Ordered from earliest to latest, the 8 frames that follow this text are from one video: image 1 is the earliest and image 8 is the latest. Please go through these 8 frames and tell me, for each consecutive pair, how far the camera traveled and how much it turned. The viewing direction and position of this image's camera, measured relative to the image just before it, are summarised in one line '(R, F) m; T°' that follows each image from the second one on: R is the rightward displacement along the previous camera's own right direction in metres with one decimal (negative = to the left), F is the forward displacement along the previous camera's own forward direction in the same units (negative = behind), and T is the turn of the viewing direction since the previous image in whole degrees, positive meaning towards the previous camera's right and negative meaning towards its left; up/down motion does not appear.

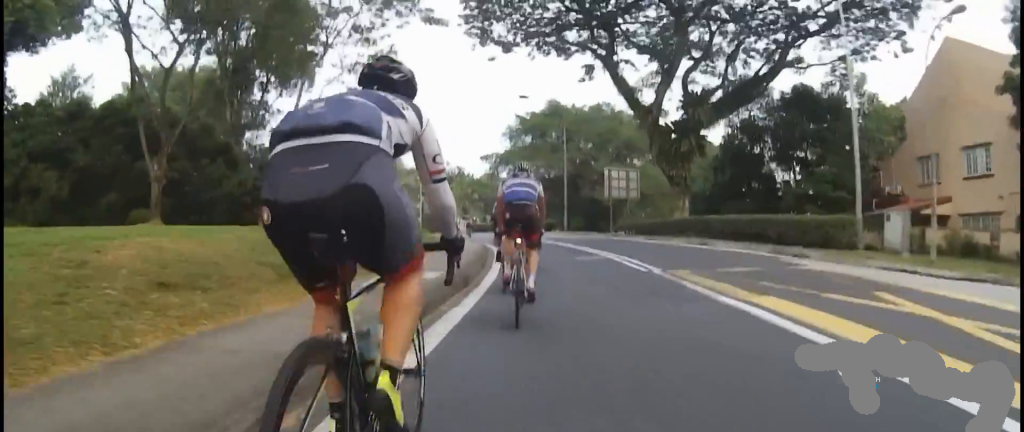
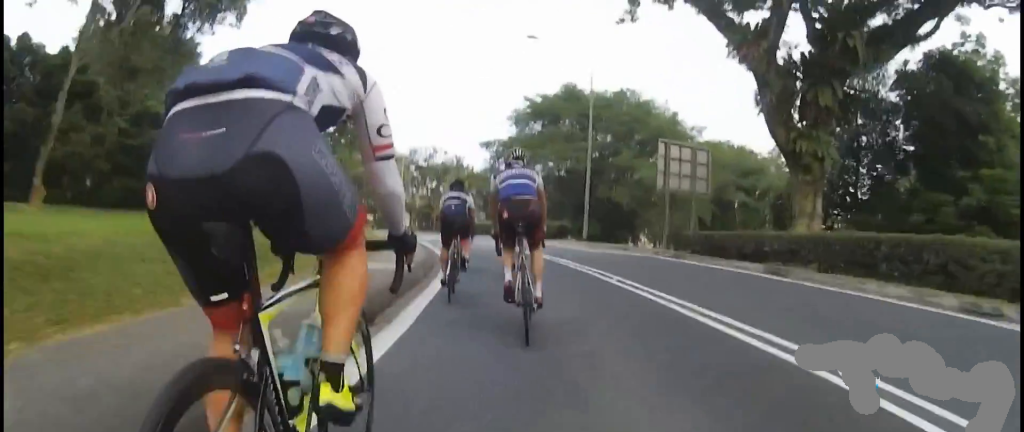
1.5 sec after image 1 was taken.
(-1.7, +13.9) m; -4°
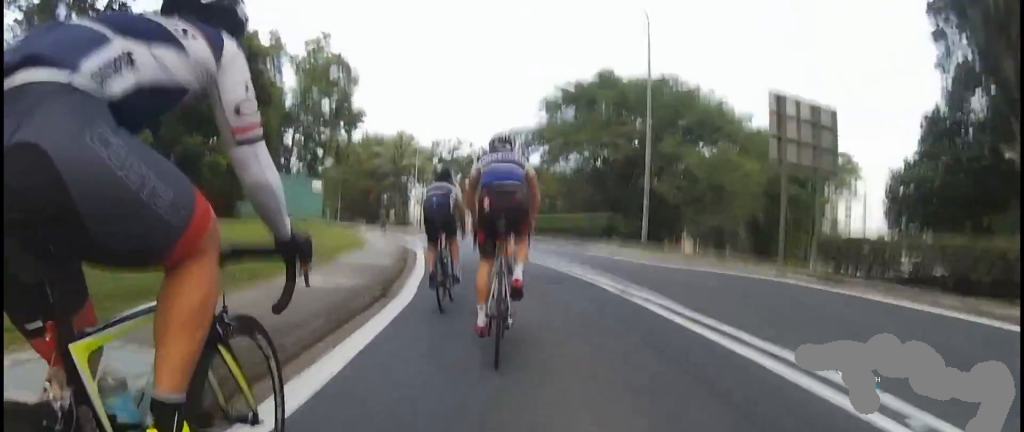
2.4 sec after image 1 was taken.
(+0.4, +7.6) m; 0°
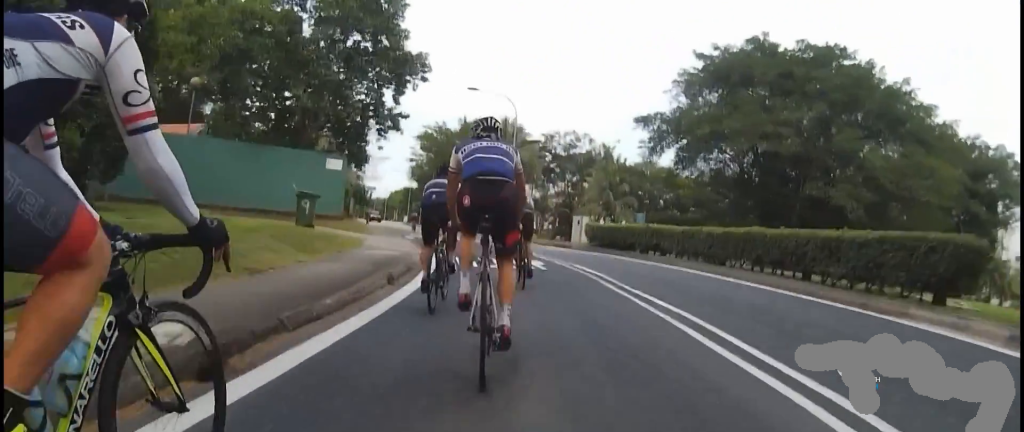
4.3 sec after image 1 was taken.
(-2.3, +14.5) m; -18°
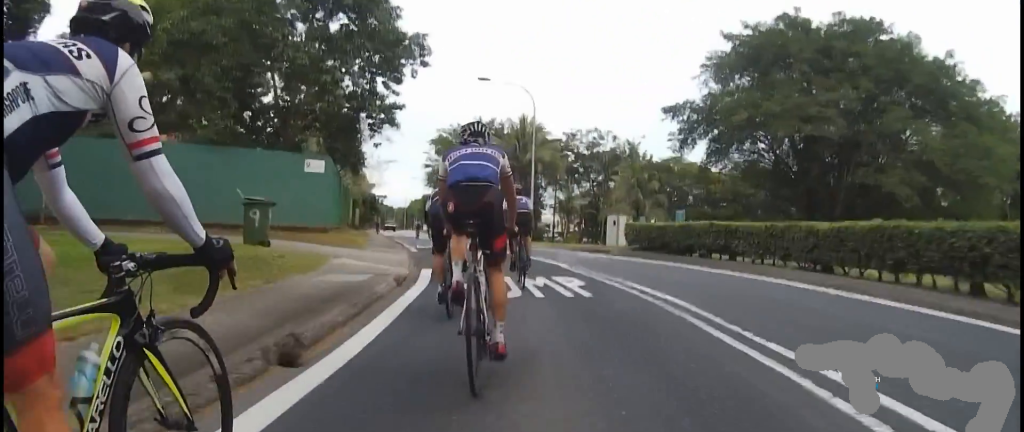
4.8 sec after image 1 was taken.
(-0.2, +4.4) m; -3°
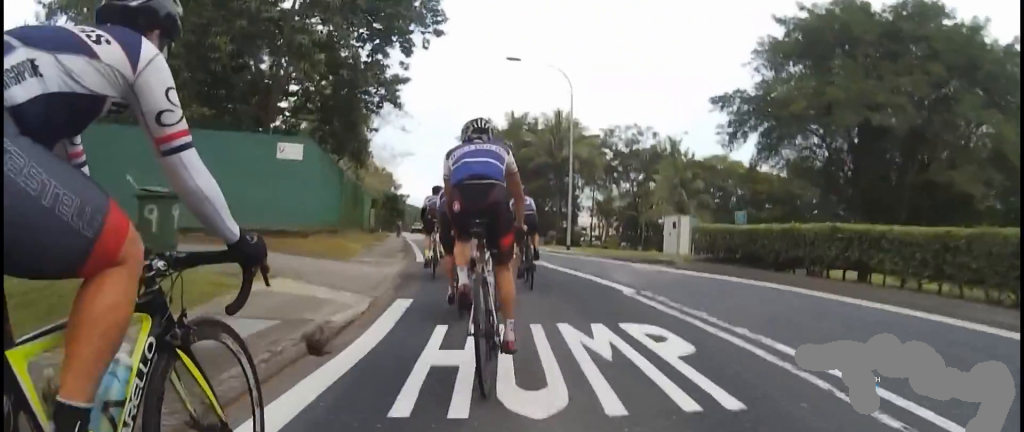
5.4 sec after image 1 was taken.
(-0.1, +4.7) m; -1°
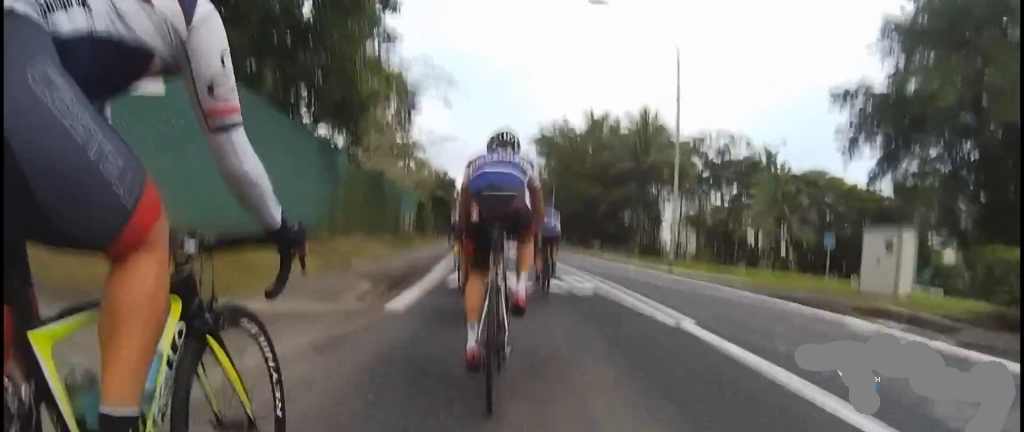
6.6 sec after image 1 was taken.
(0.0, +8.7) m; 0°
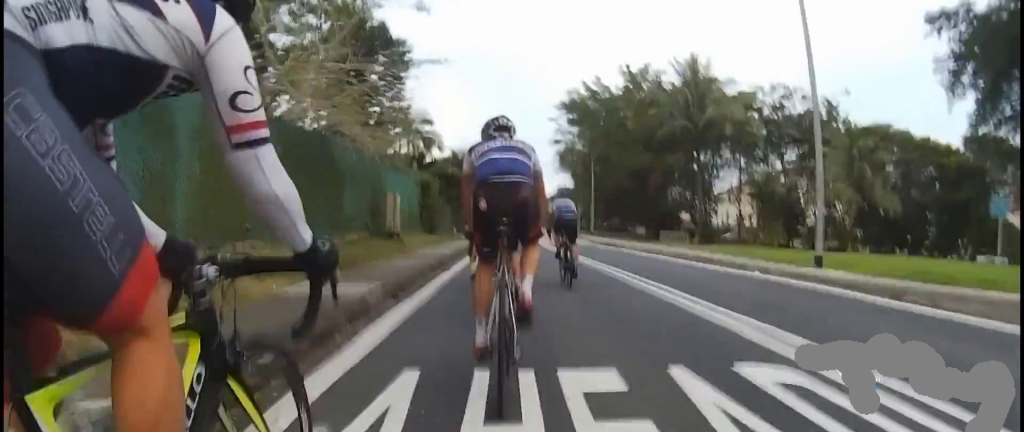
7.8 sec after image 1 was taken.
(-0.6, +9.1) m; -12°
